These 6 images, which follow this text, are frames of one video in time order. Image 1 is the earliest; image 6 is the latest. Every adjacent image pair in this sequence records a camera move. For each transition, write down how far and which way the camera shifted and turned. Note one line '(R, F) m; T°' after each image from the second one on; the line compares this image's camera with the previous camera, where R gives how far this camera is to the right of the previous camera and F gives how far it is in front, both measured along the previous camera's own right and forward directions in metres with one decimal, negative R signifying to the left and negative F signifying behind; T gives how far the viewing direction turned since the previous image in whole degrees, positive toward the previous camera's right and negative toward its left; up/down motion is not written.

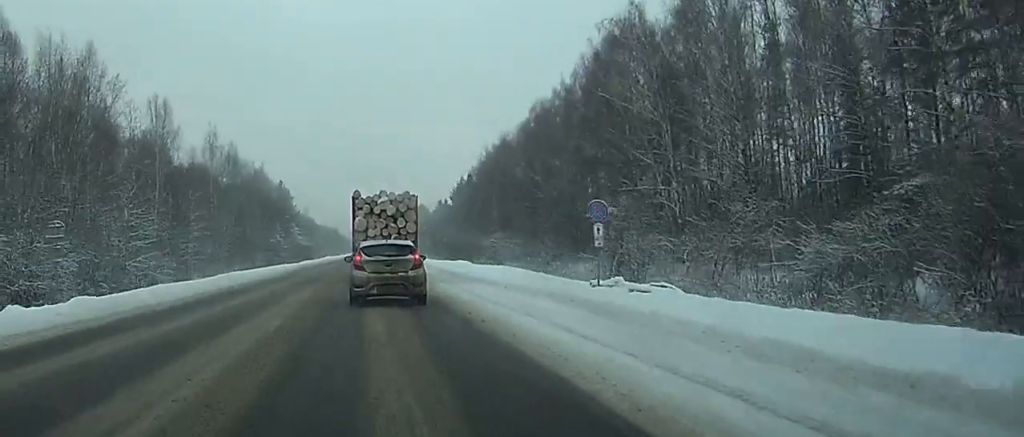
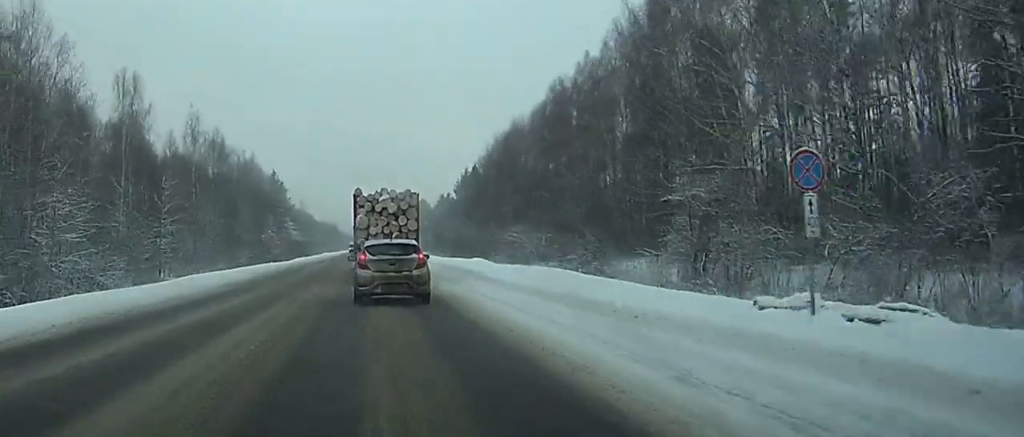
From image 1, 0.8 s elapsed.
(-0.1, +14.1) m; -1°
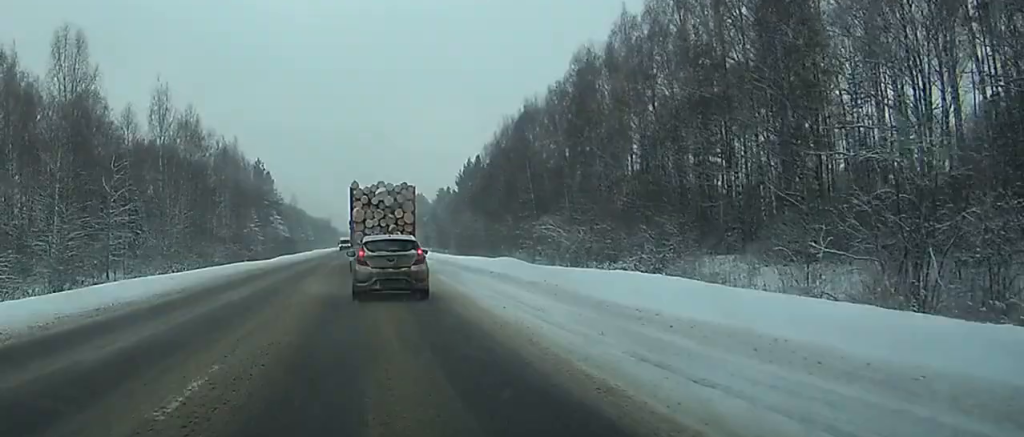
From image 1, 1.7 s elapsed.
(-0.3, +17.1) m; +2°
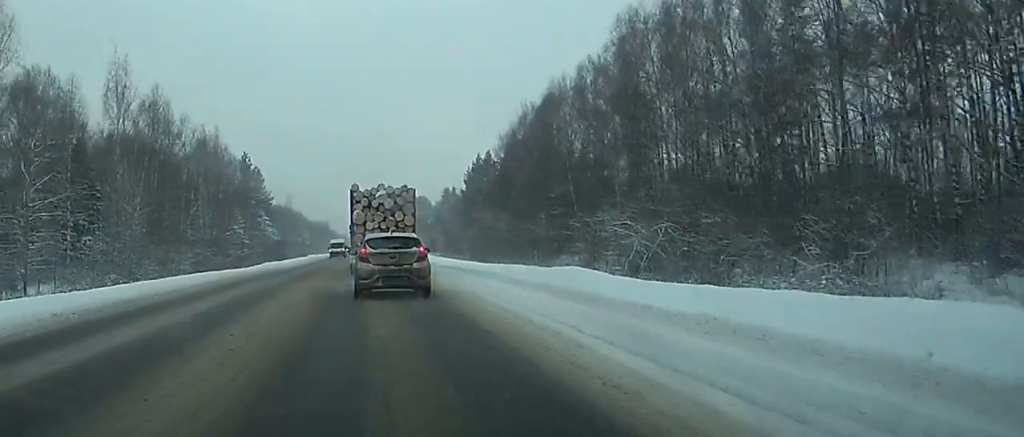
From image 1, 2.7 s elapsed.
(+0.9, +18.0) m; +1°
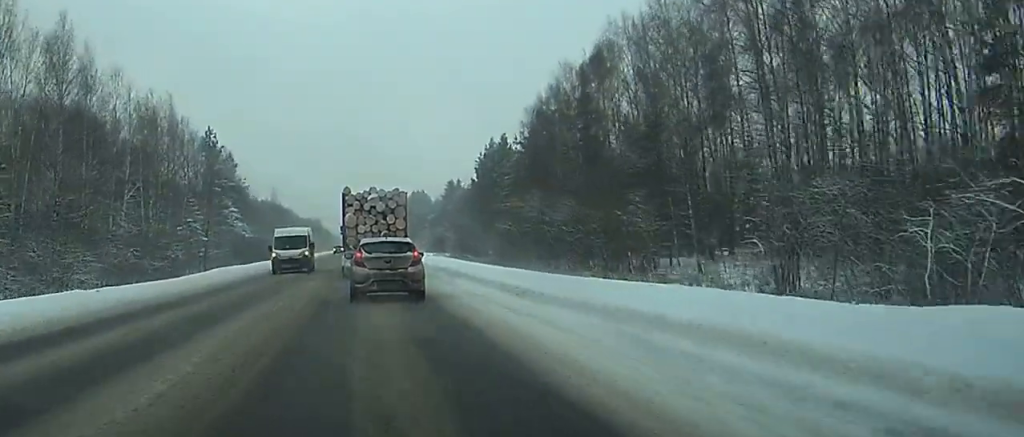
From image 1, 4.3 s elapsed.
(-0.8, +28.4) m; -1°
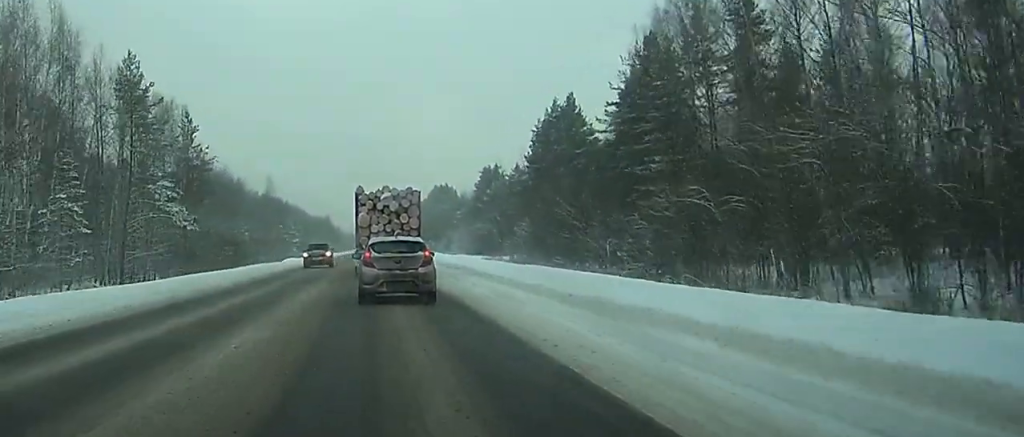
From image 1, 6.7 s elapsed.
(+0.8, +44.6) m; -1°
